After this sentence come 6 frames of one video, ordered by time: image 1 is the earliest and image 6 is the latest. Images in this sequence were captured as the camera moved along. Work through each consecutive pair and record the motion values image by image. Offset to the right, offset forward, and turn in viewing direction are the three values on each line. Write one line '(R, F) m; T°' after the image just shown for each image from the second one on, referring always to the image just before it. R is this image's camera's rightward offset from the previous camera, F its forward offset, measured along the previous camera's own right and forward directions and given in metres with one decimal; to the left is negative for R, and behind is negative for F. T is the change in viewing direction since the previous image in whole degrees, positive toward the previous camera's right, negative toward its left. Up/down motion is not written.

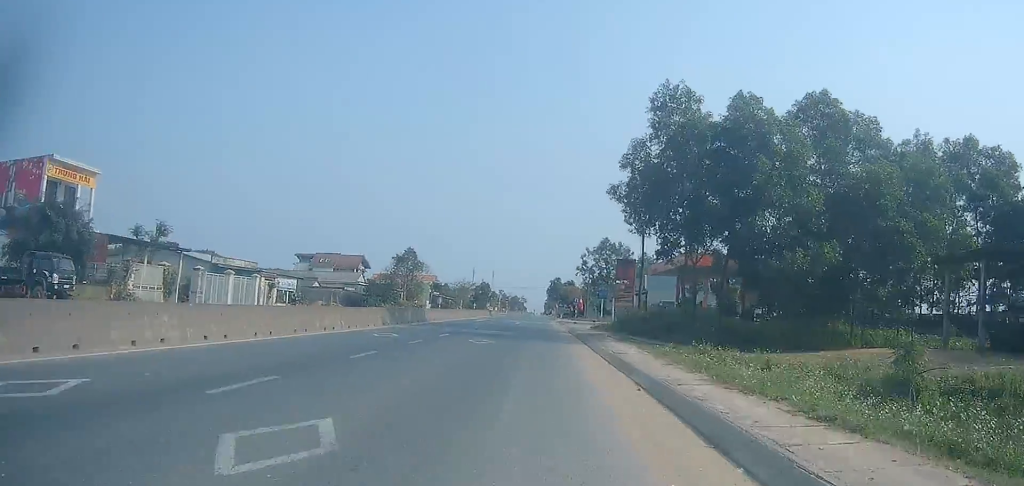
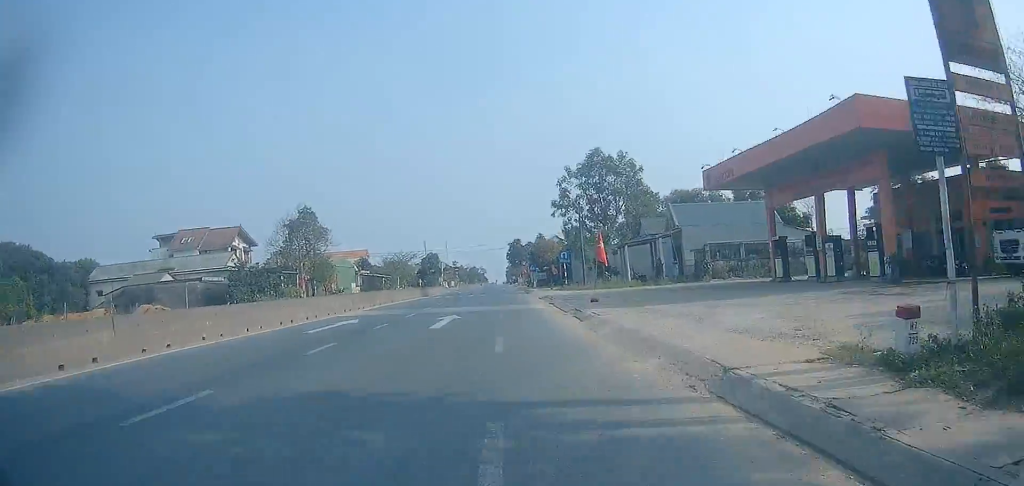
(+1.0, +37.1) m; +4°
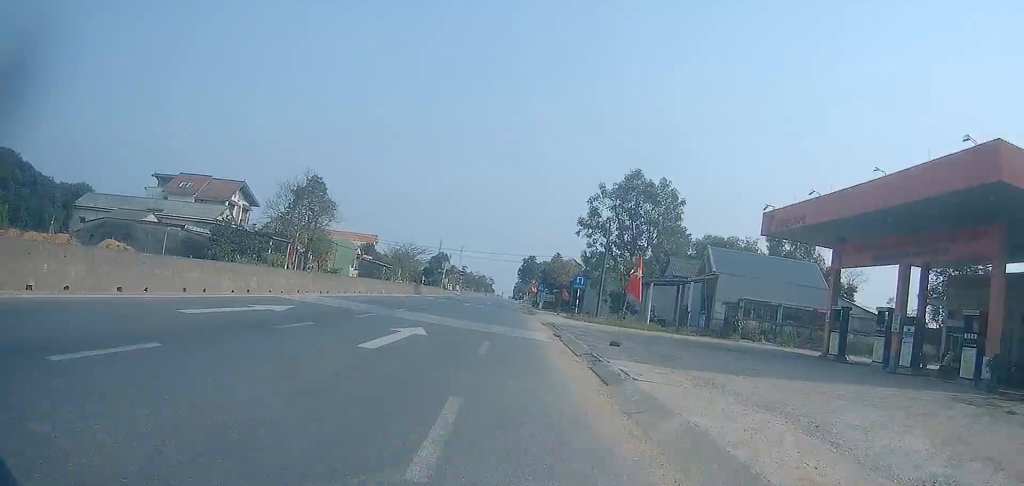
(+0.1, +6.3) m; +1°
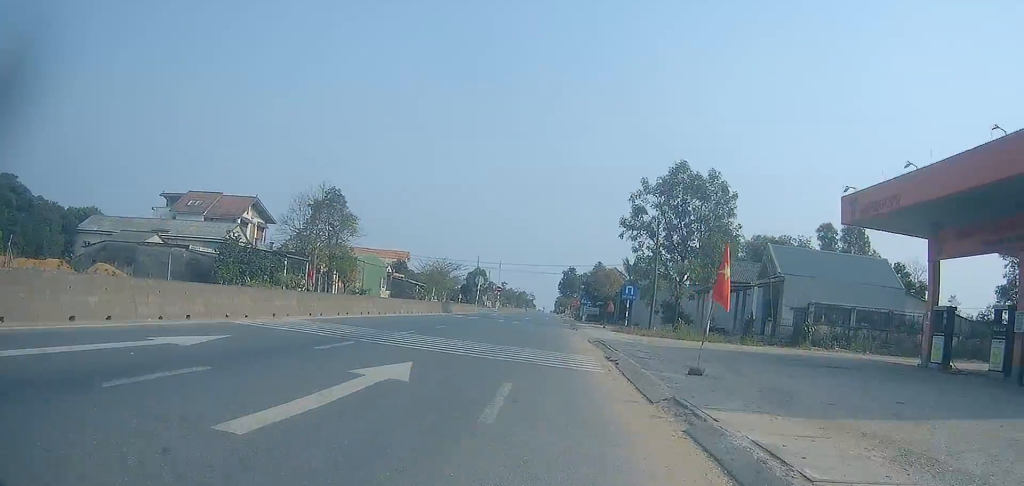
(0.0, +5.3) m; 0°
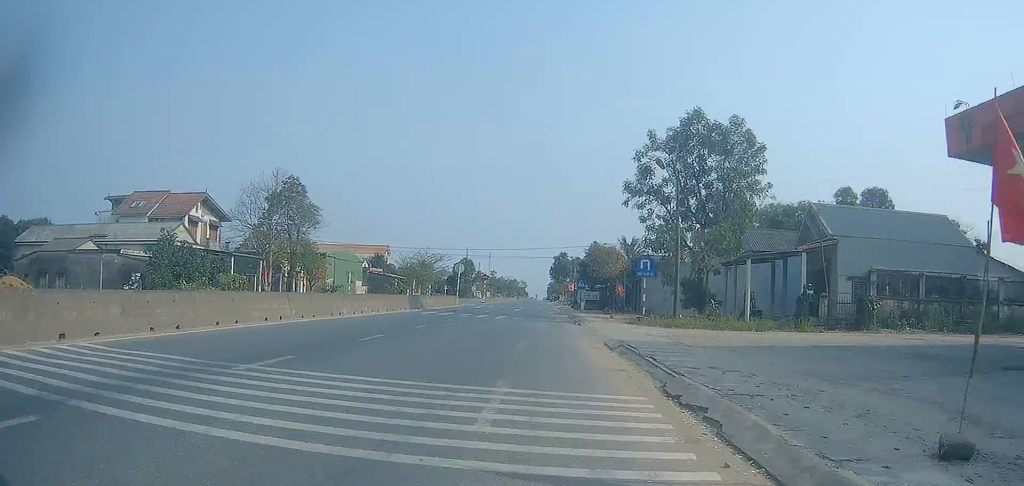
(0.0, +8.2) m; 0°
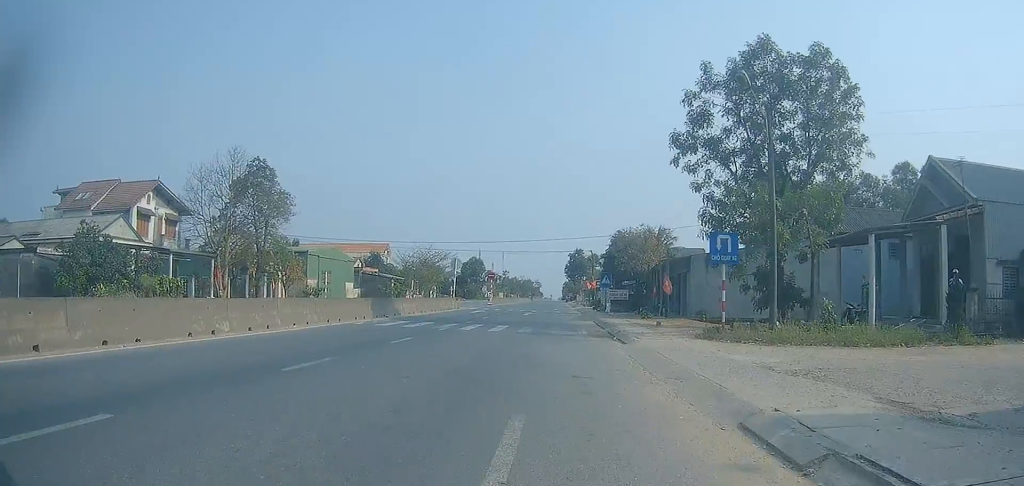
(-0.1, +9.1) m; +2°
